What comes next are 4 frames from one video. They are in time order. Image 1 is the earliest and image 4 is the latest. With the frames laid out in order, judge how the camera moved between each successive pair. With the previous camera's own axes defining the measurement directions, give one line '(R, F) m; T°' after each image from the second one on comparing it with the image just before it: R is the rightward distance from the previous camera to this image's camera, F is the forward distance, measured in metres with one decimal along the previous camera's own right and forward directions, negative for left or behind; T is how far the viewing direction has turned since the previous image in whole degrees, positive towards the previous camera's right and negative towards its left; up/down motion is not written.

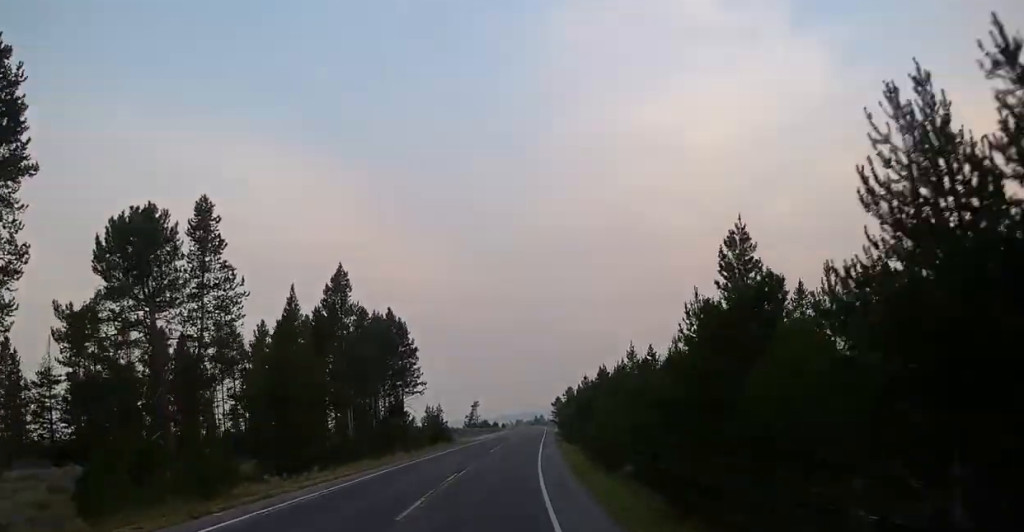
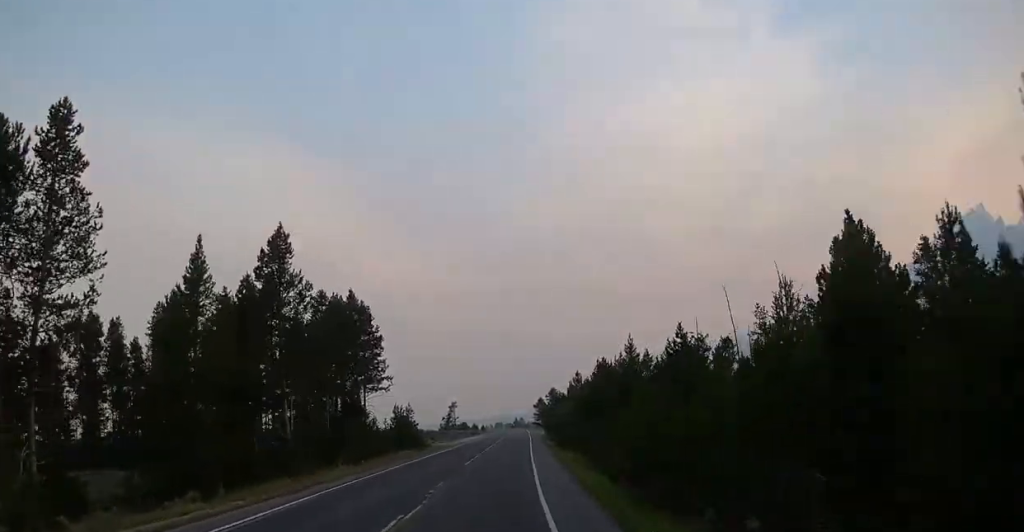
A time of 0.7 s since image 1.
(+0.4, +12.0) m; +1°
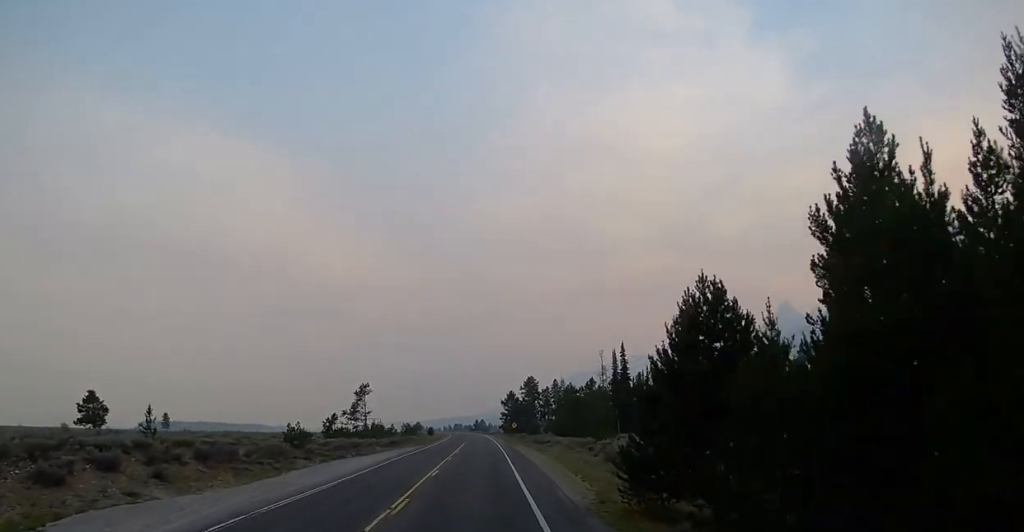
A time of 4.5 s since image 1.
(+3.3, +72.0) m; +3°
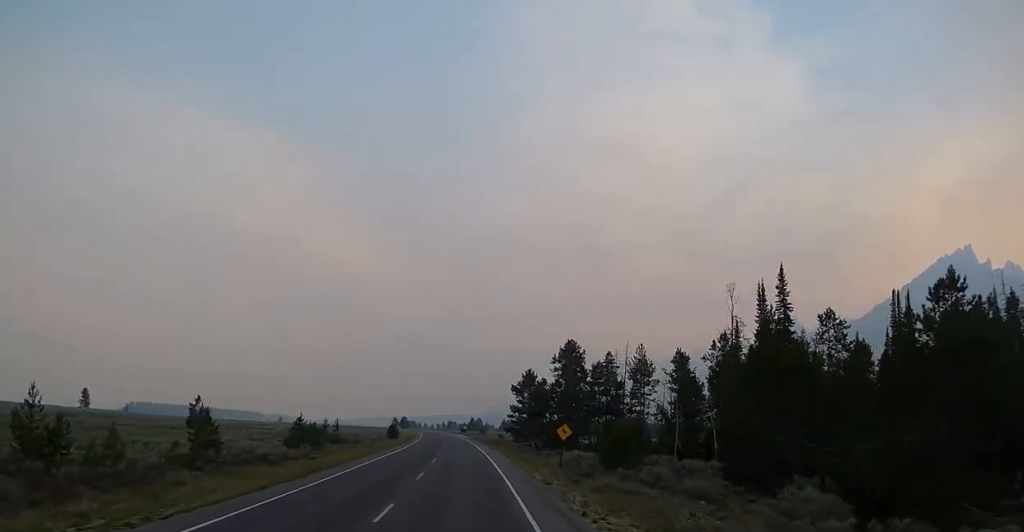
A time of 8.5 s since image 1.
(-0.3, +74.3) m; -1°
